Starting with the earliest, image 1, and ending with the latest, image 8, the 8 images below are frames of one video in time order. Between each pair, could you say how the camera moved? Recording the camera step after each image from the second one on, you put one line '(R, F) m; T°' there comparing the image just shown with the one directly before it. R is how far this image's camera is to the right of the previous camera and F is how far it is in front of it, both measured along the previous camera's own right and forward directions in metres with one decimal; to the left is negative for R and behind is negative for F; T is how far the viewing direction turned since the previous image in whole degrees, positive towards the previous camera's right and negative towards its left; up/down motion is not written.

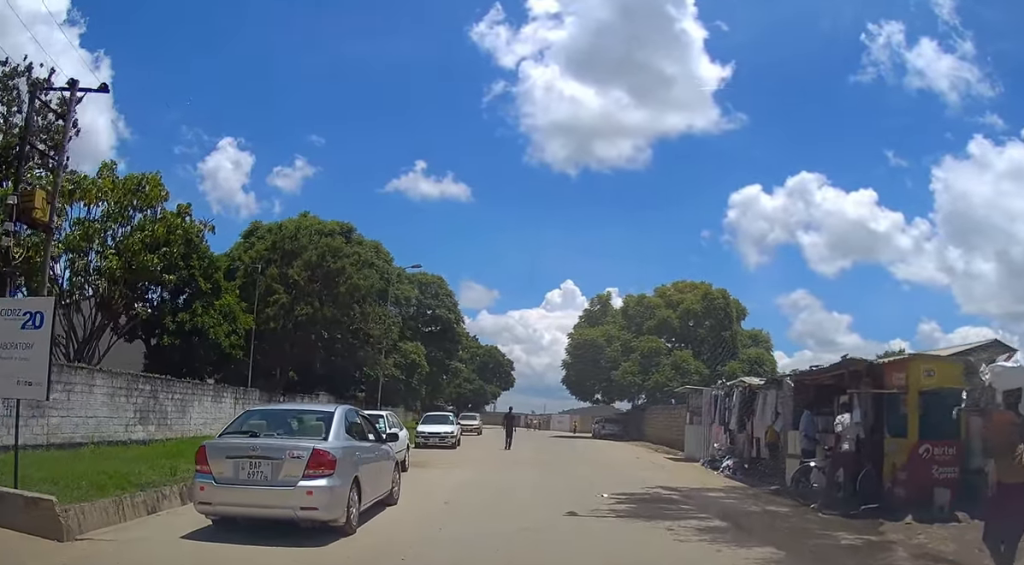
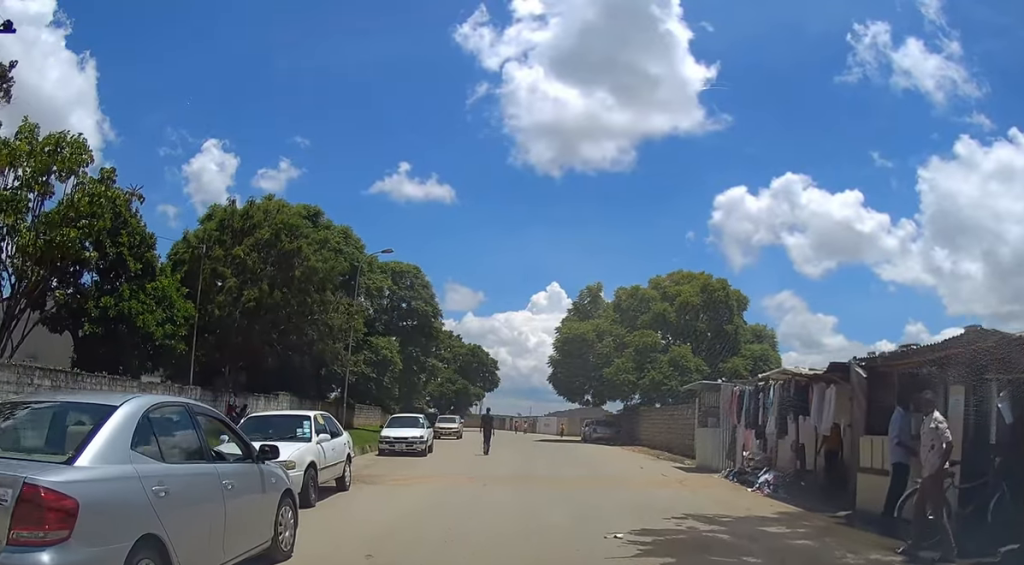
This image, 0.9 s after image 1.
(+0.3, +4.1) m; +4°
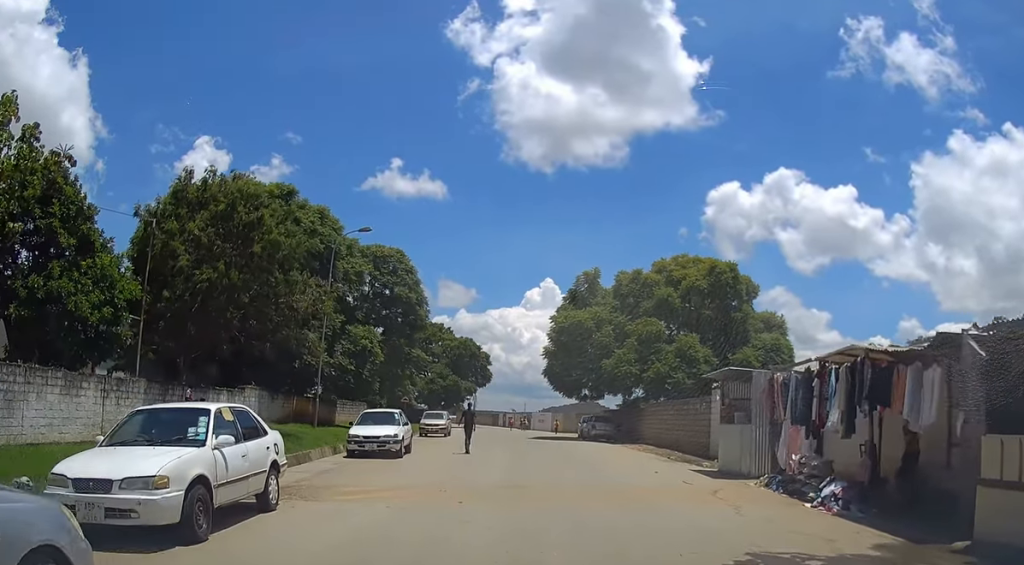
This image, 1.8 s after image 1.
(0.0, +3.5) m; -1°
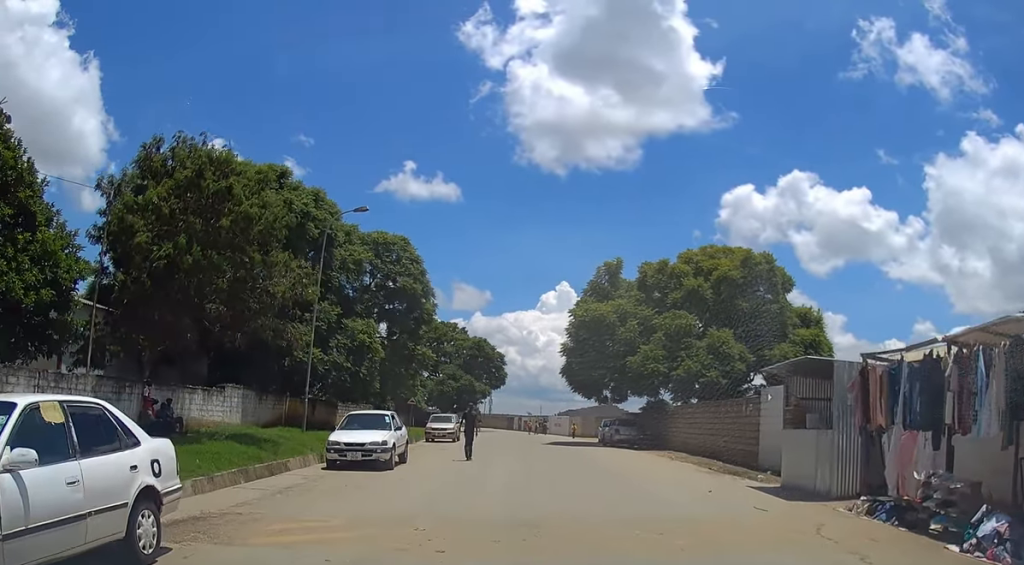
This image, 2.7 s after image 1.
(-0.1, +3.8) m; -1°
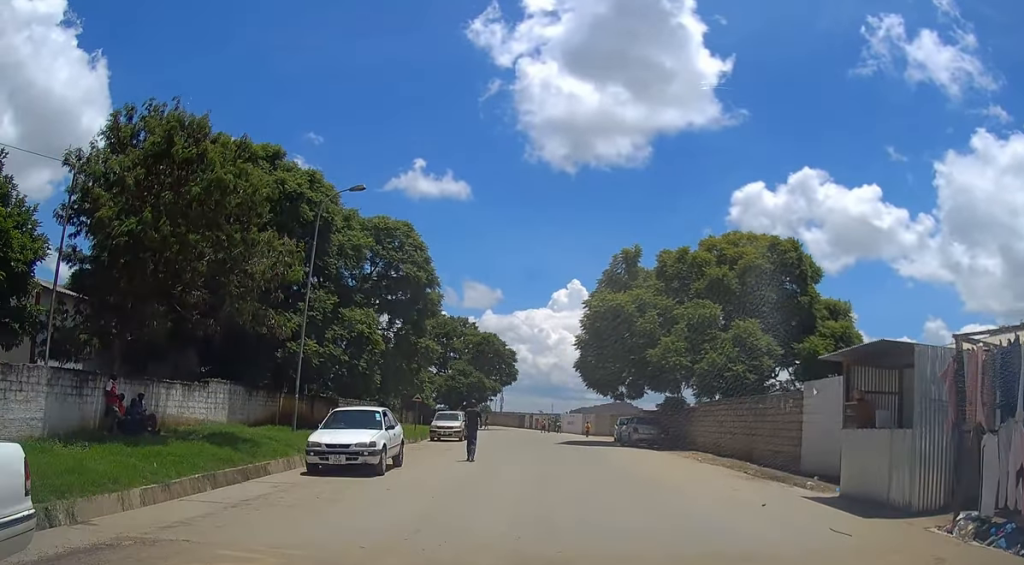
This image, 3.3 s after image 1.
(0.0, +2.6) m; -1°
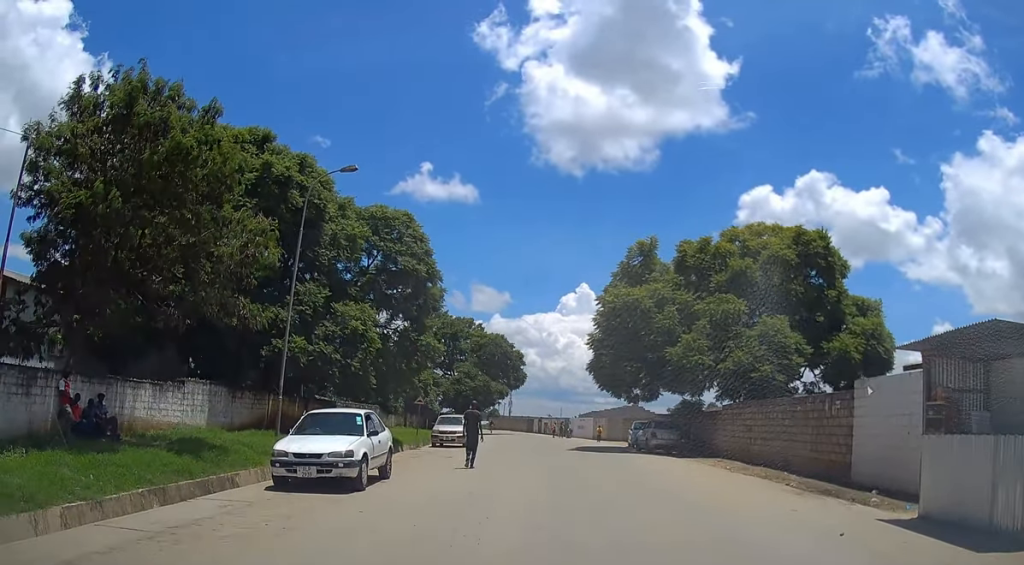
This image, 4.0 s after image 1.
(0.0, +2.9) m; -2°
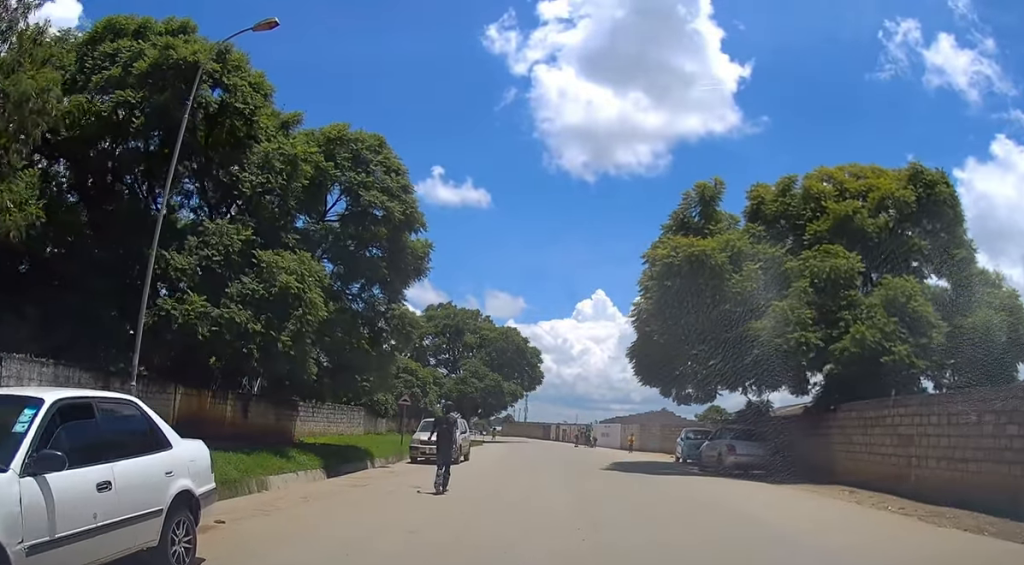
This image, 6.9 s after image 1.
(-0.4, +8.6) m; -1°
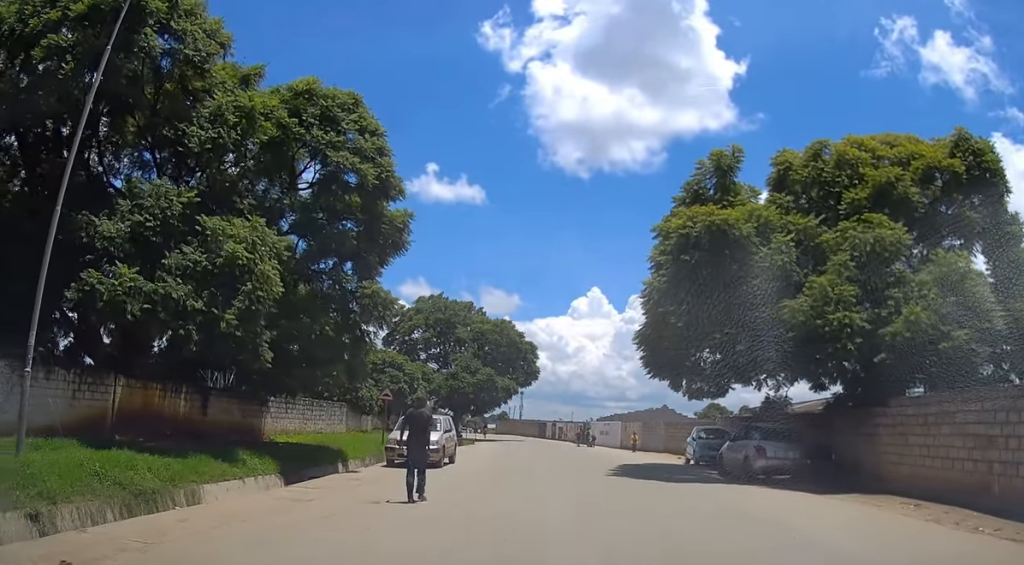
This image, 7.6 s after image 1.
(0.0, +2.9) m; +1°
